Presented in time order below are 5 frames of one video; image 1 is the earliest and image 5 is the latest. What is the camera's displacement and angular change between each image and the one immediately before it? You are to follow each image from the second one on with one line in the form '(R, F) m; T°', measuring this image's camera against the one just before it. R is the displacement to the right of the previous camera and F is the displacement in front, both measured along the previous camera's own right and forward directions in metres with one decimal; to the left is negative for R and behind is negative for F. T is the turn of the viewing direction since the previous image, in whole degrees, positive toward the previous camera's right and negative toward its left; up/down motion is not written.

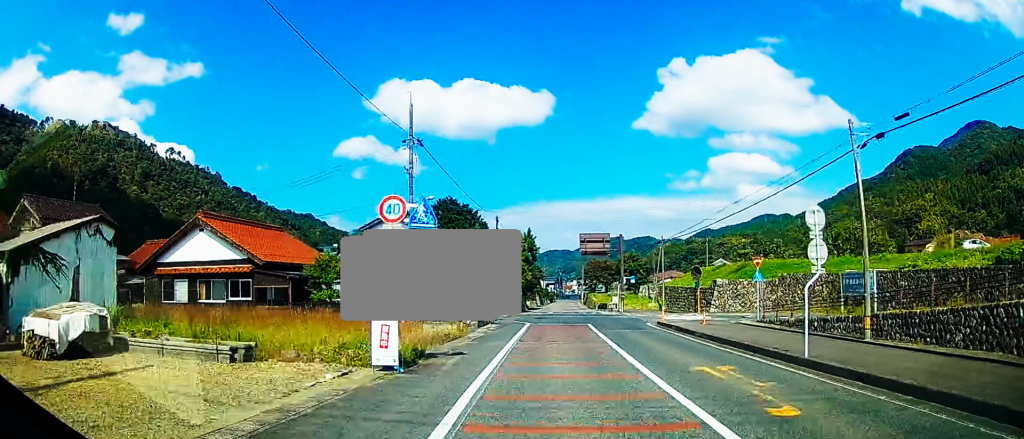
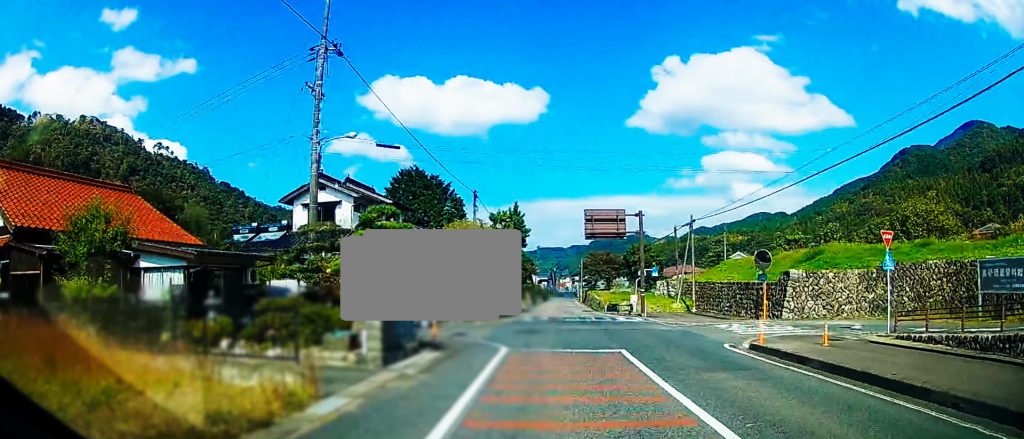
(0.0, +12.8) m; 0°
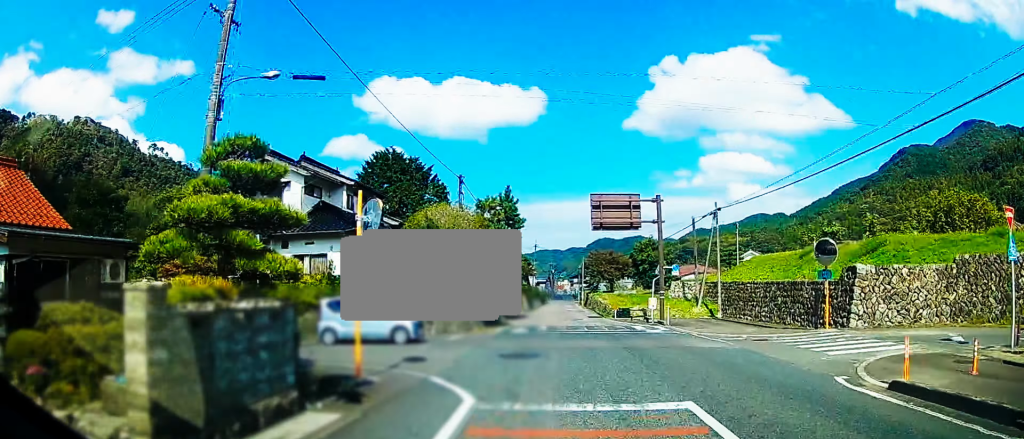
(0.0, +6.6) m; 0°
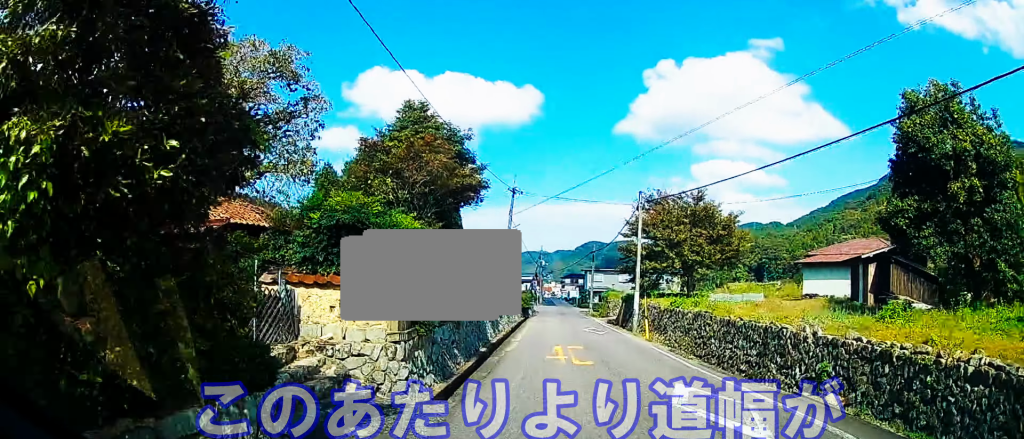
(+1.1, +48.5) m; +1°
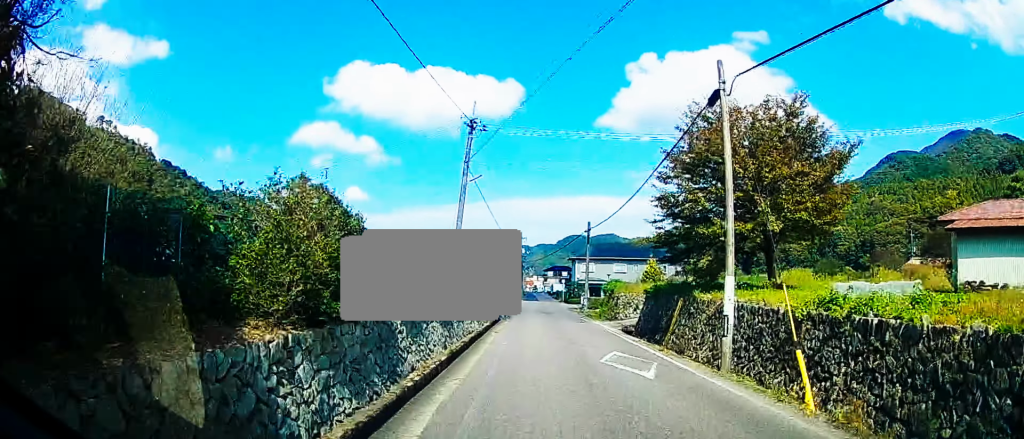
(0.0, +14.5) m; +2°
